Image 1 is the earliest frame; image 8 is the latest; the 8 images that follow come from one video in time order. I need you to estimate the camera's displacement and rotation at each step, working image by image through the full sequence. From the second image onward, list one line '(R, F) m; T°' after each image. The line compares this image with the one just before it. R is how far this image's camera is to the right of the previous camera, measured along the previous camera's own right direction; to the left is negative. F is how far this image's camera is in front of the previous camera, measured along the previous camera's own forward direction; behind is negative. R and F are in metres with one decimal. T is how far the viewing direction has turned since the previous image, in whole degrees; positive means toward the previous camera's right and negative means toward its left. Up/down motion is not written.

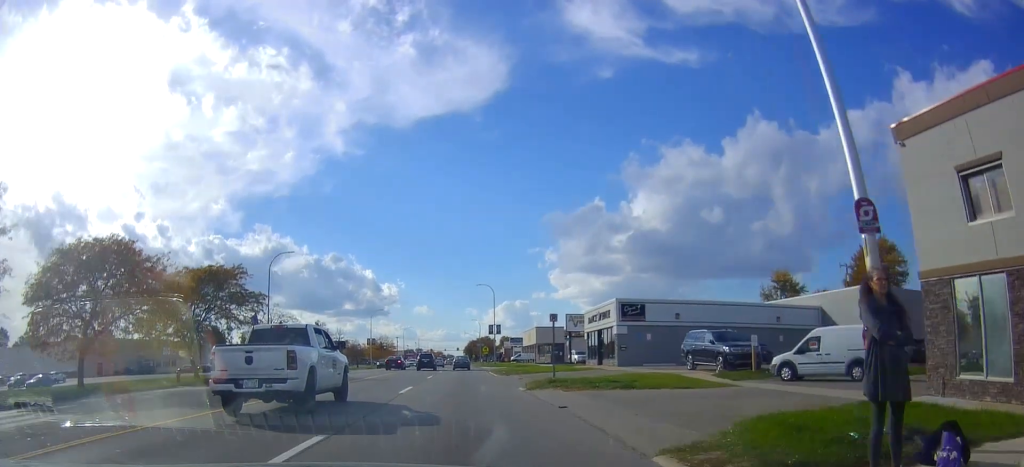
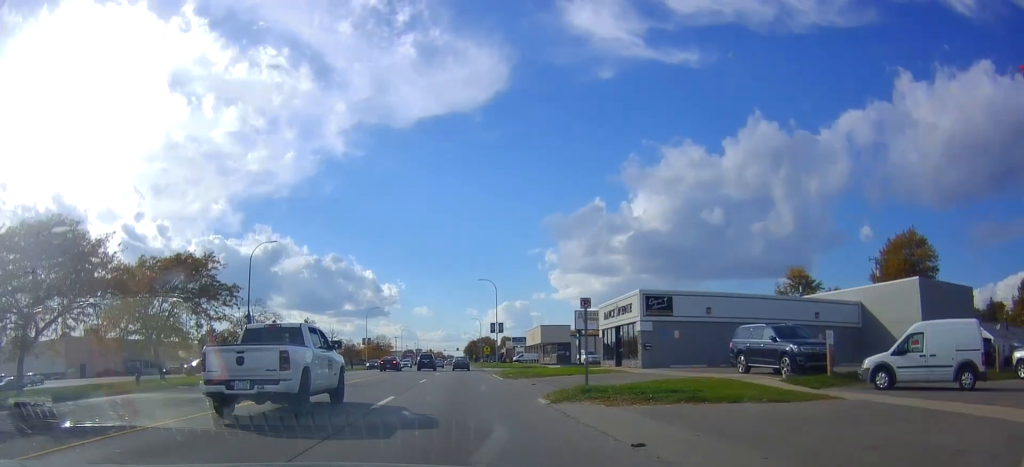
(+0.1, +6.0) m; +1°
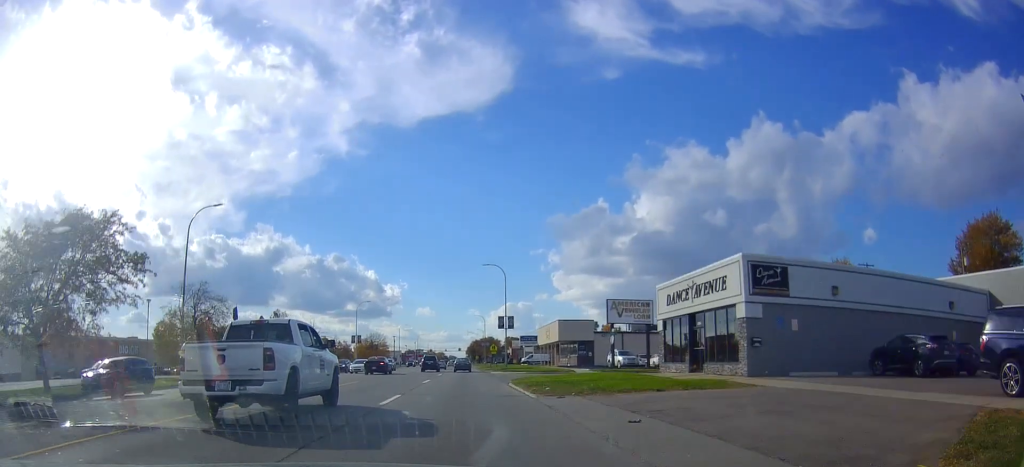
(+0.1, +14.3) m; 0°
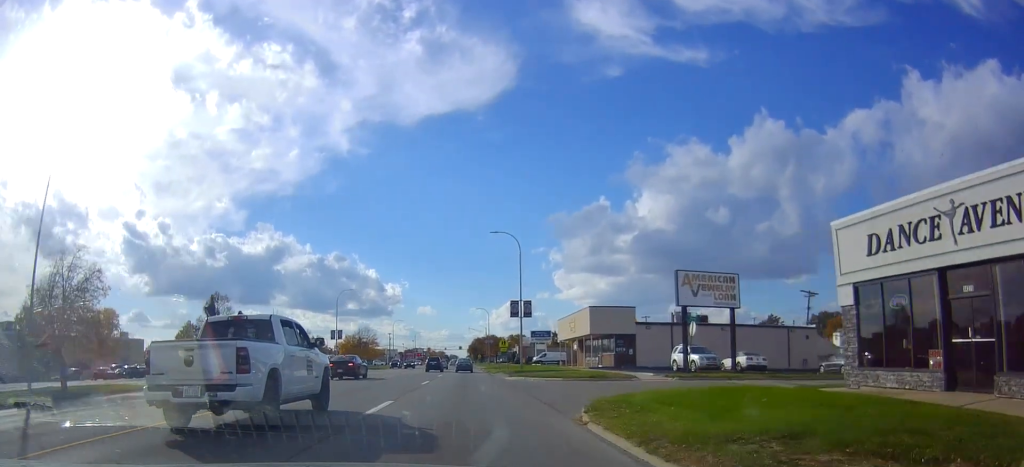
(0.0, +17.6) m; 0°
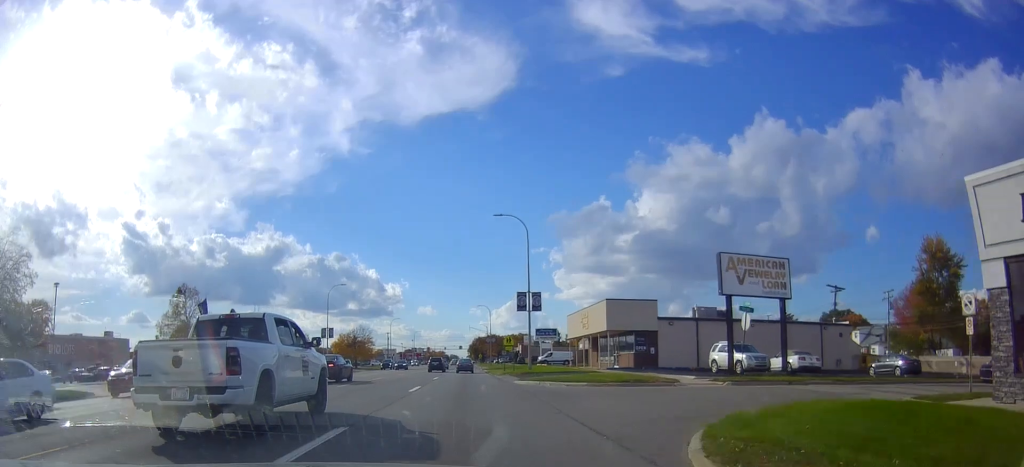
(0.0, +6.4) m; -1°
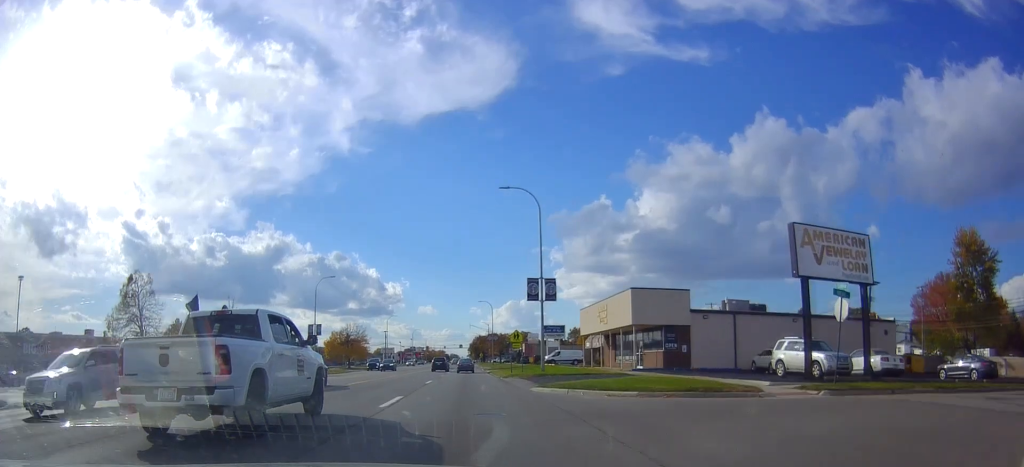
(+0.1, +7.4) m; -1°
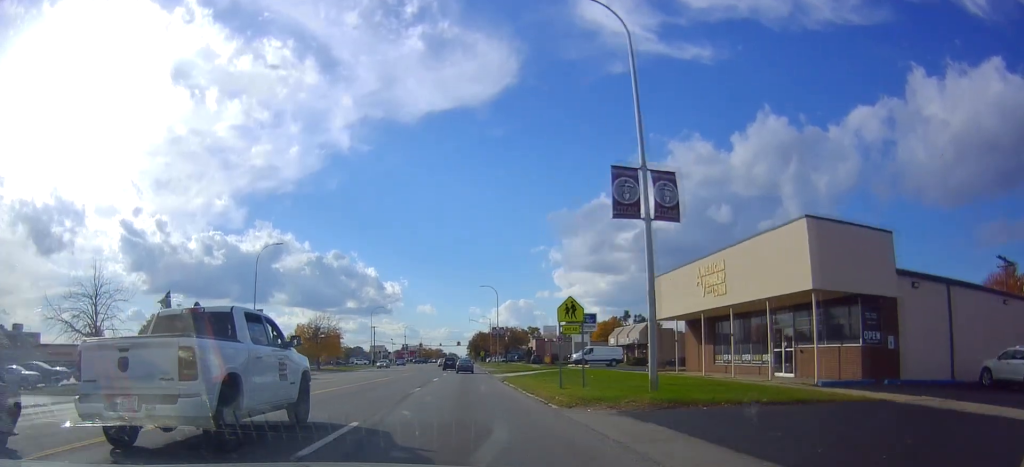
(-0.3, +22.2) m; 0°
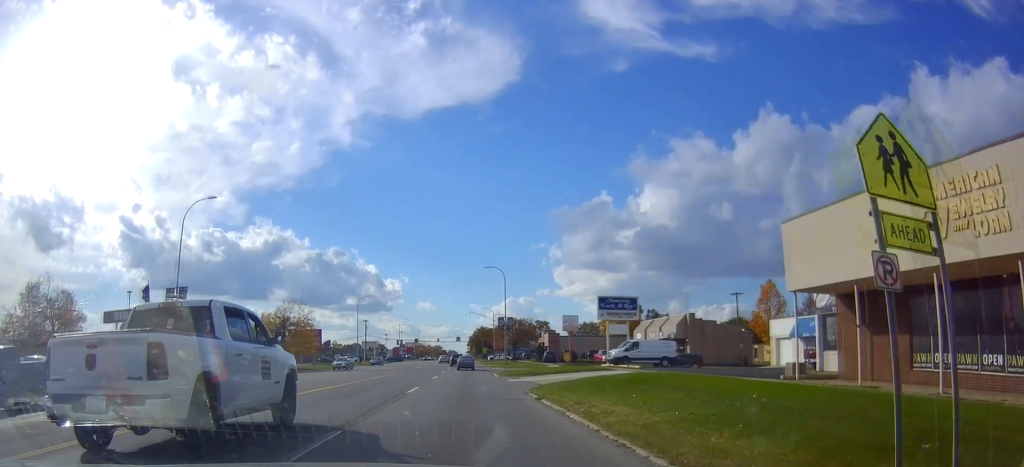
(0.0, +16.3) m; 0°
